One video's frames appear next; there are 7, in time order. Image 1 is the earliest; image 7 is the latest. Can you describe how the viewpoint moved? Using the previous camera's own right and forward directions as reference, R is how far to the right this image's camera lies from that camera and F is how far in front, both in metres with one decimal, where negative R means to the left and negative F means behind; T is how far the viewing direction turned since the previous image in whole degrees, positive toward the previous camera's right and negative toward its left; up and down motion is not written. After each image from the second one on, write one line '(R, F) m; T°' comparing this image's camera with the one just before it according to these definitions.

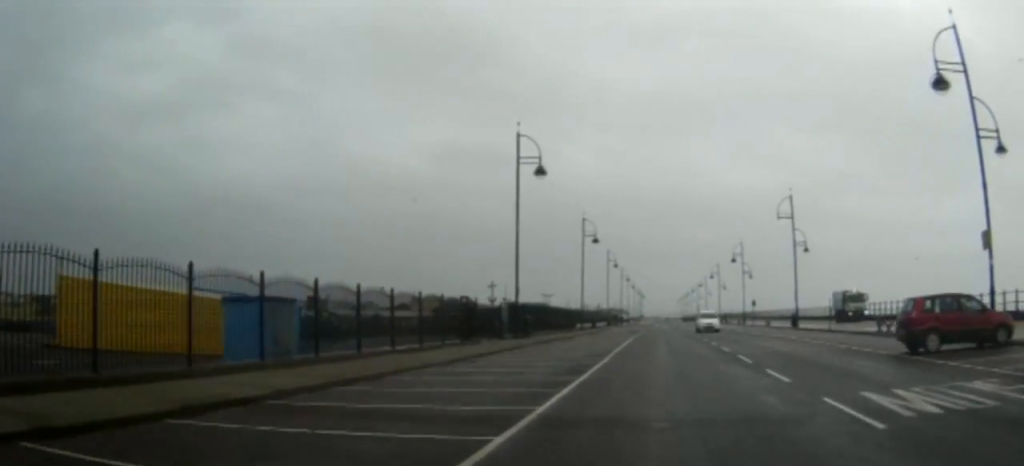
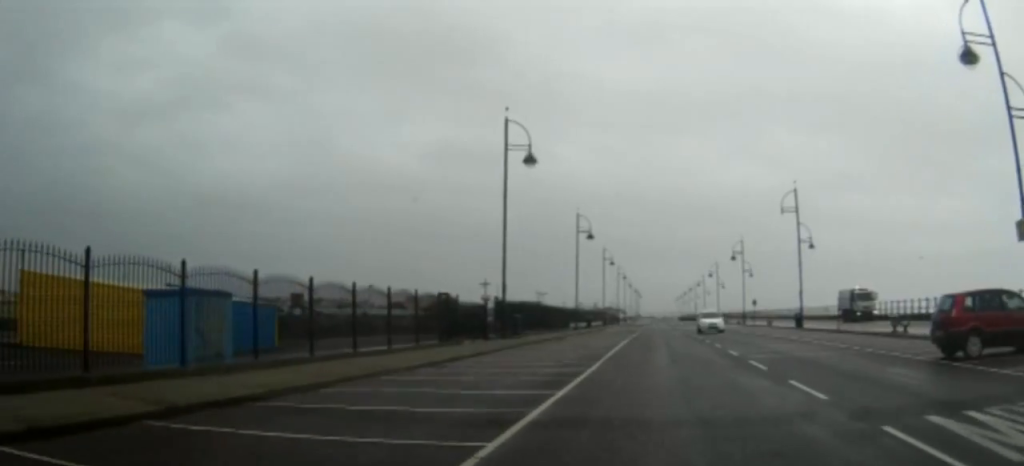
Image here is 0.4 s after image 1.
(0.0, +2.9) m; 0°
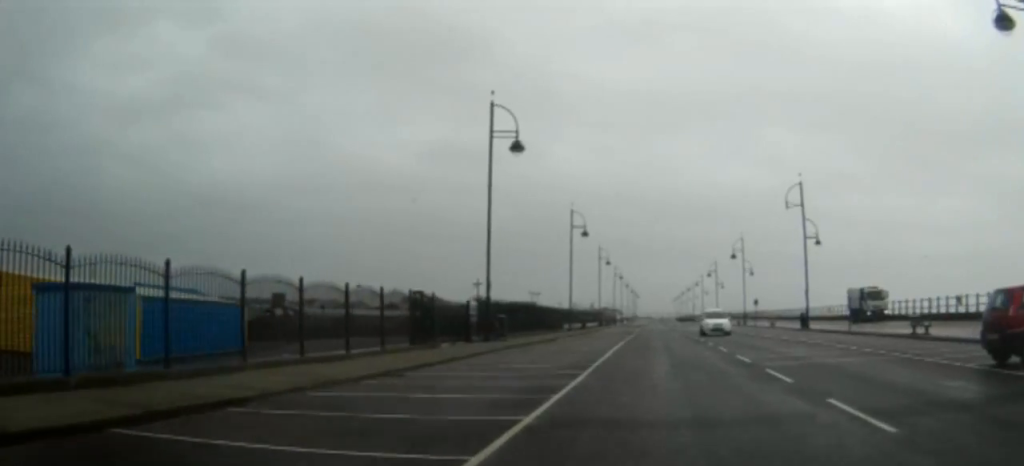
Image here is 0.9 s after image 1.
(0.0, +3.3) m; 0°
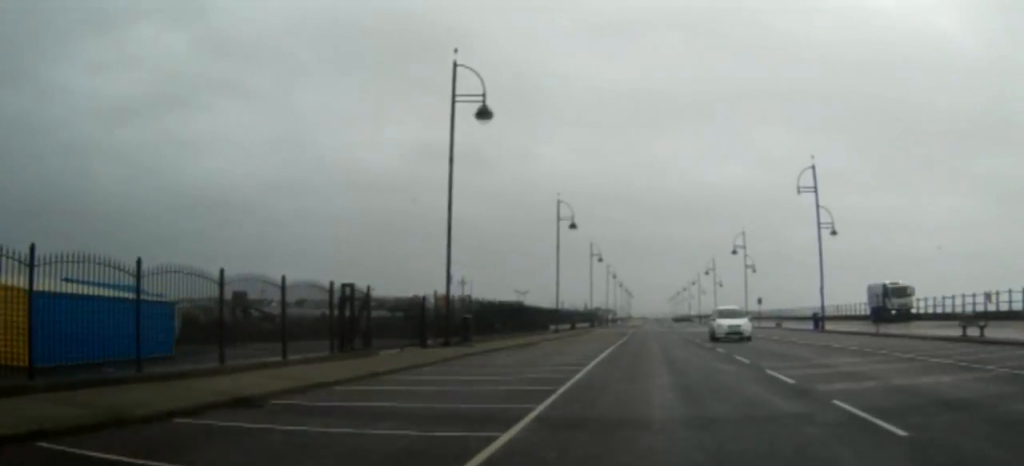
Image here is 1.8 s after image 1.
(0.0, +6.1) m; 0°
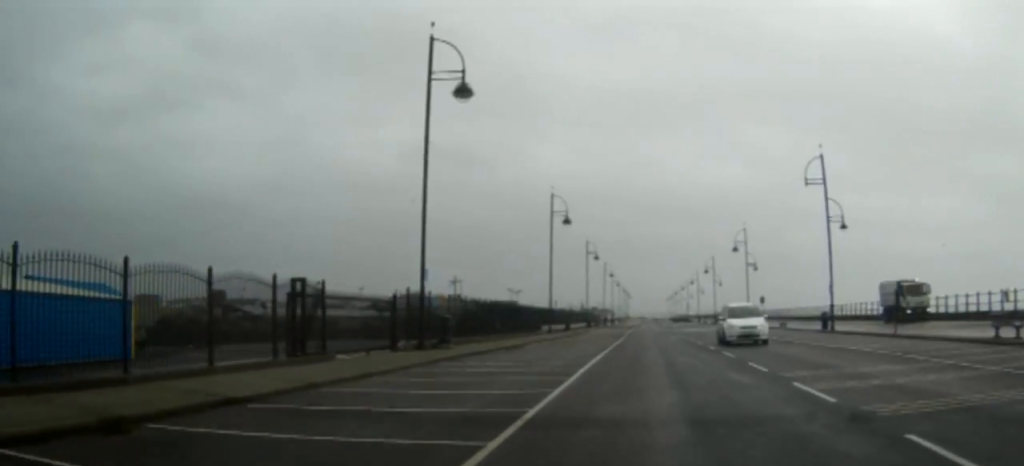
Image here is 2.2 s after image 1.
(0.0, +3.1) m; 0°
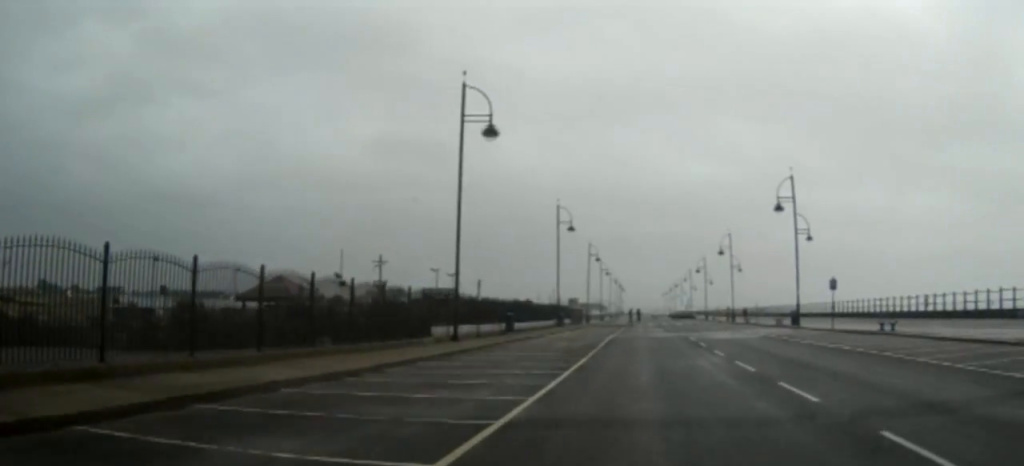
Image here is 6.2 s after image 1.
(0.0, +28.1) m; +1°
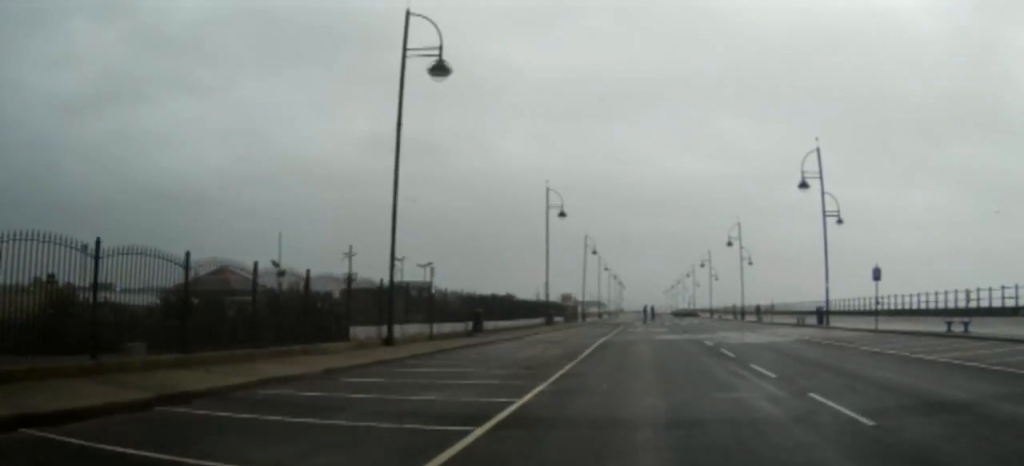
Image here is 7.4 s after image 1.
(+0.1, +8.3) m; +2°
